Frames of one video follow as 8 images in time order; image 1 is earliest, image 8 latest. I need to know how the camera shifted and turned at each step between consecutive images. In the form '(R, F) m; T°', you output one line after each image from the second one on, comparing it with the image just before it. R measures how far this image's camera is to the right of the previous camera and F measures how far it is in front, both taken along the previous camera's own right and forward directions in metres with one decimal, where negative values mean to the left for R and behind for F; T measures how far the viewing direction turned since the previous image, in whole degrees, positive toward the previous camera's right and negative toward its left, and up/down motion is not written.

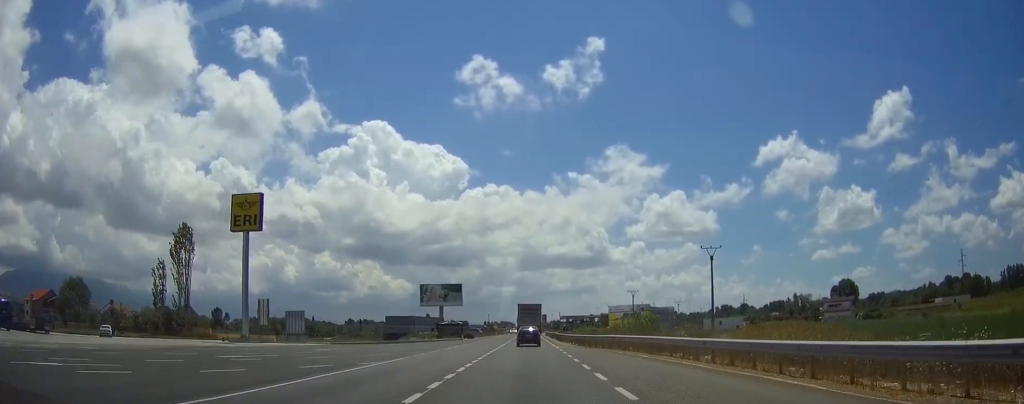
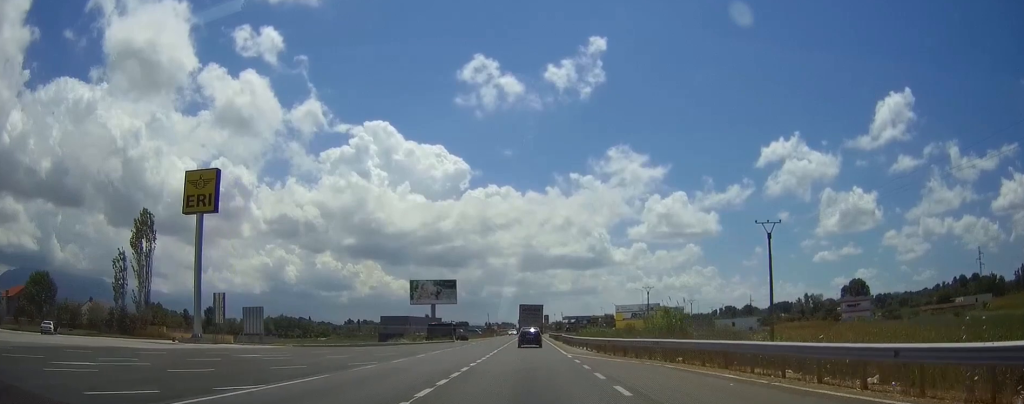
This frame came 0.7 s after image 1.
(0.0, +12.9) m; 0°
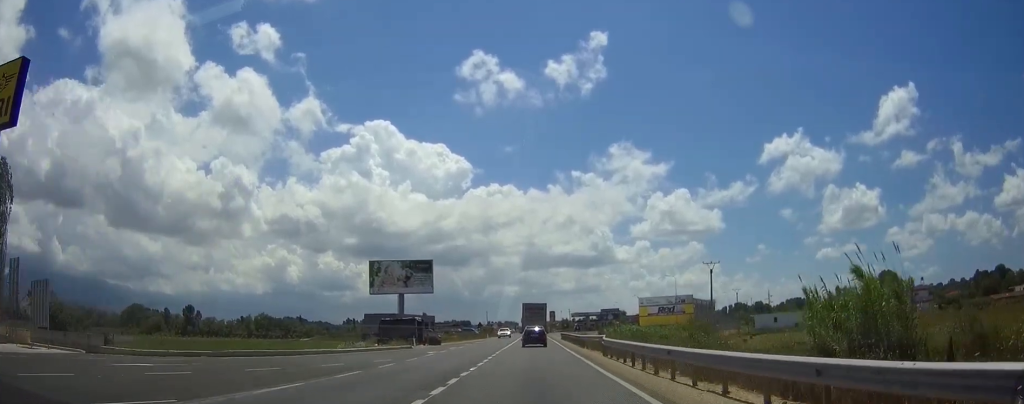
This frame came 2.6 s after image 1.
(0.0, +33.4) m; 0°
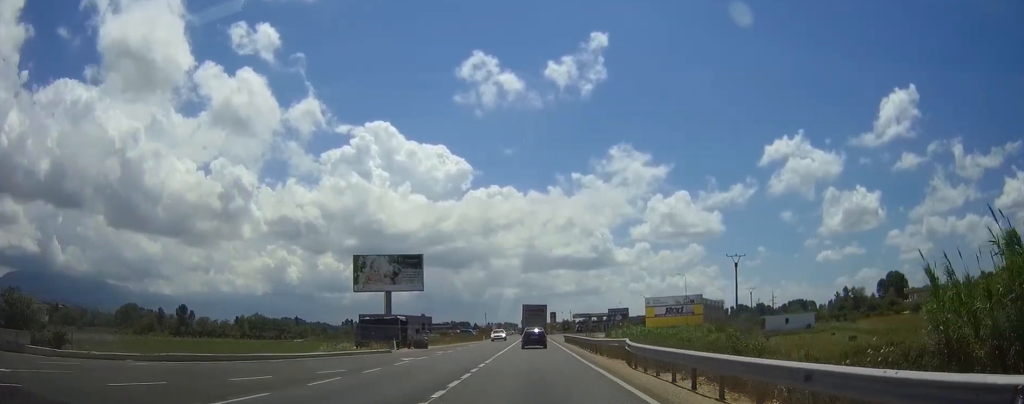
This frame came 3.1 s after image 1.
(0.0, +7.6) m; 0°
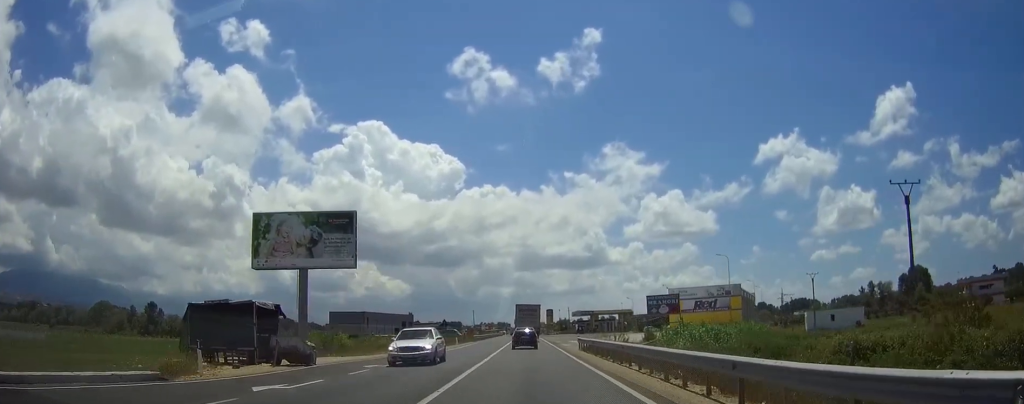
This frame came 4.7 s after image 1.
(0.0, +29.2) m; 0°
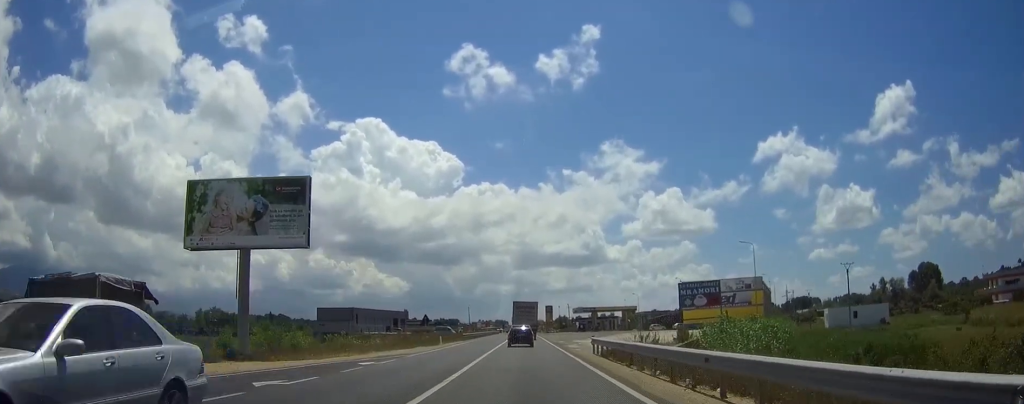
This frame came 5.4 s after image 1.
(0.0, +11.0) m; 0°
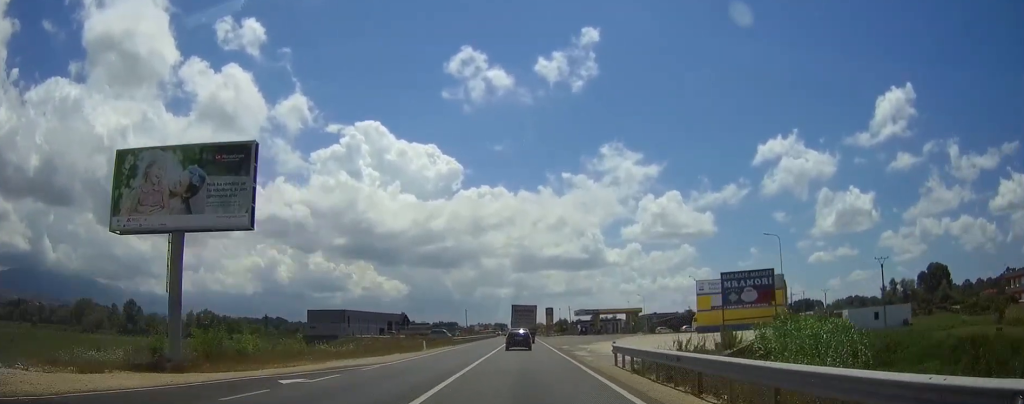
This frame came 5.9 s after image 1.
(0.0, +8.6) m; 0°
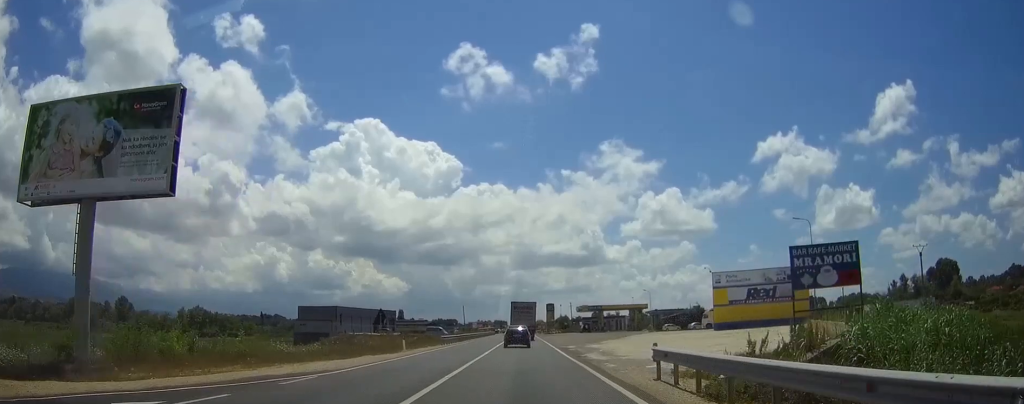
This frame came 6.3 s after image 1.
(0.0, +8.0) m; 0°
